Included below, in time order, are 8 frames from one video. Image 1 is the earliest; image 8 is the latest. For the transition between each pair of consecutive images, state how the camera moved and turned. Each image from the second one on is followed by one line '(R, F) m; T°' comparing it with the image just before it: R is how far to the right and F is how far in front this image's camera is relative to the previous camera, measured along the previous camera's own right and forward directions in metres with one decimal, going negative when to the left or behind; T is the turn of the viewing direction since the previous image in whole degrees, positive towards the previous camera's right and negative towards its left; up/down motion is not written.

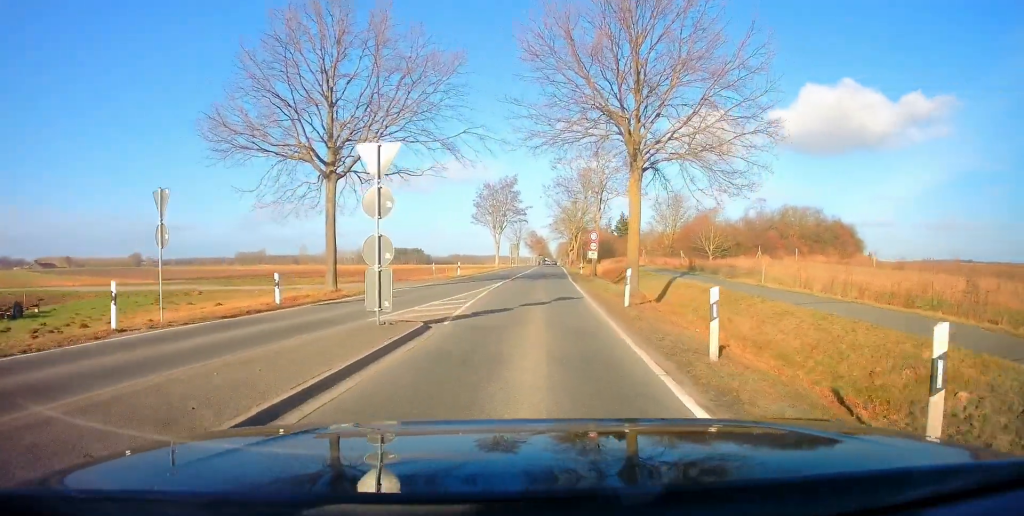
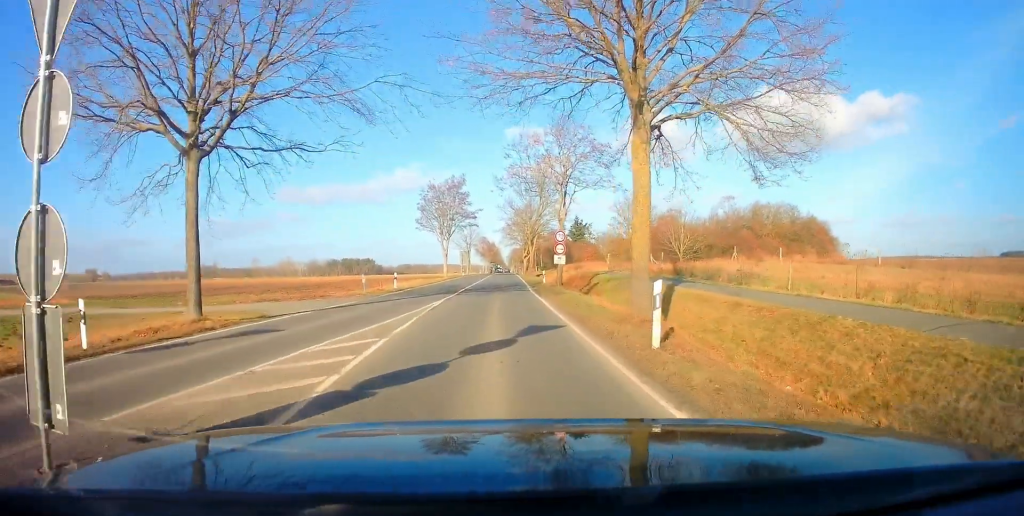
(+0.5, +6.6) m; +7°
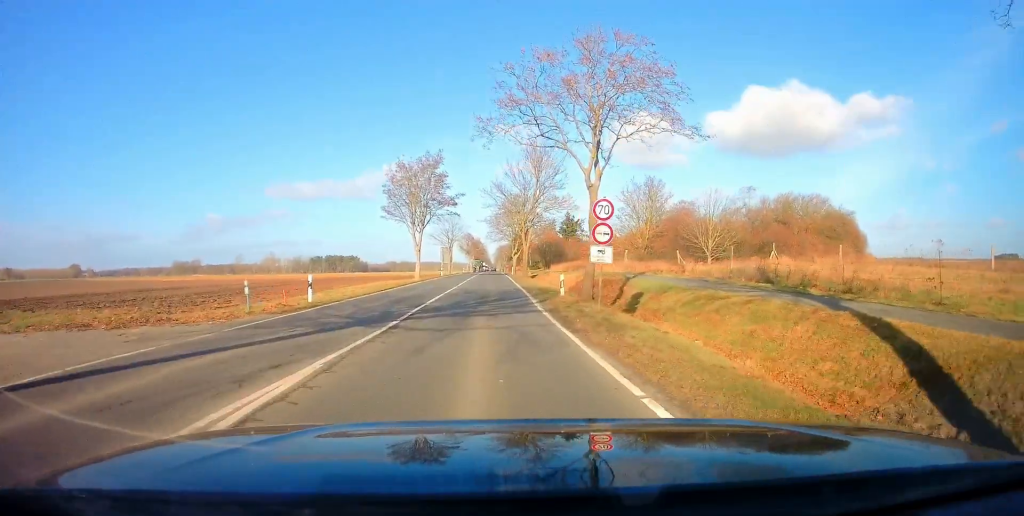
(+0.5, +13.1) m; +2°
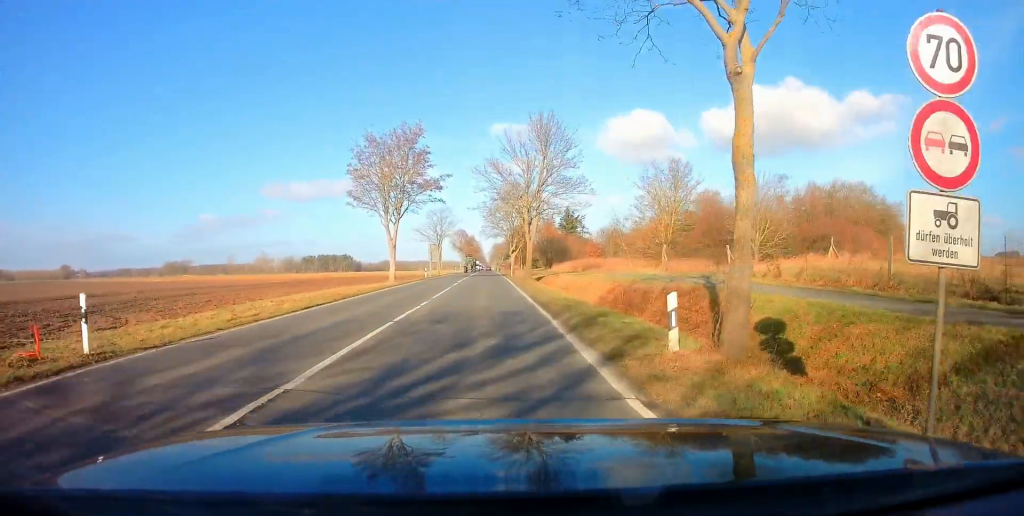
(0.0, +11.7) m; 0°
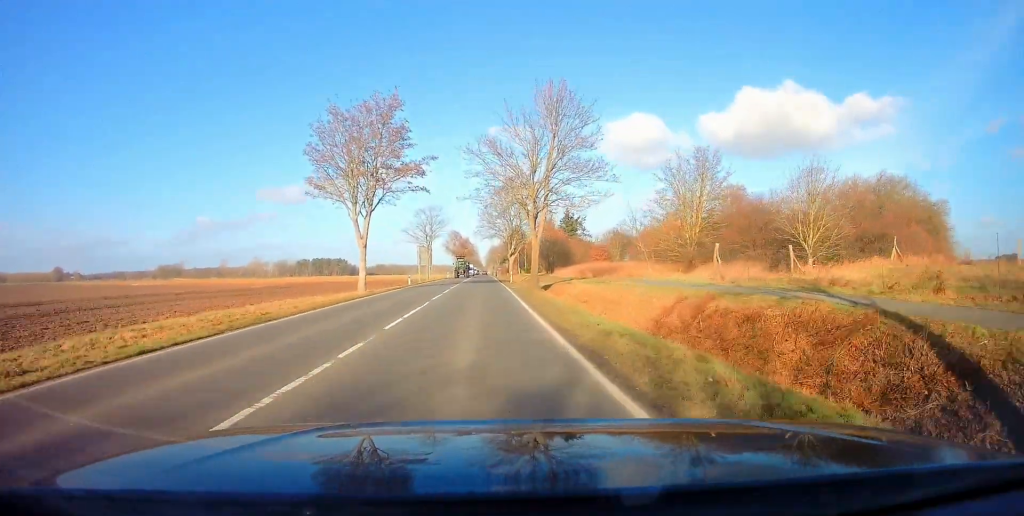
(+0.1, +9.1) m; 0°
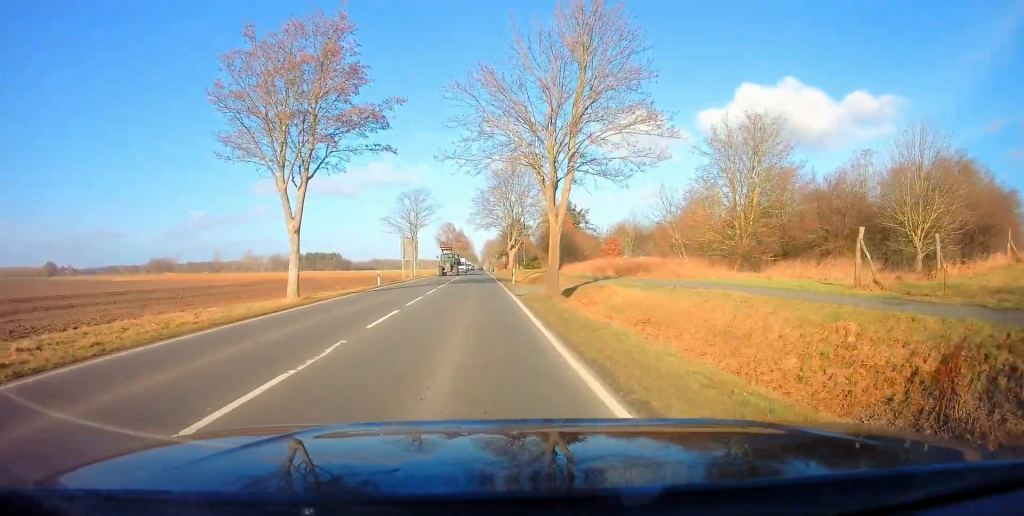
(-0.2, +11.9) m; 0°
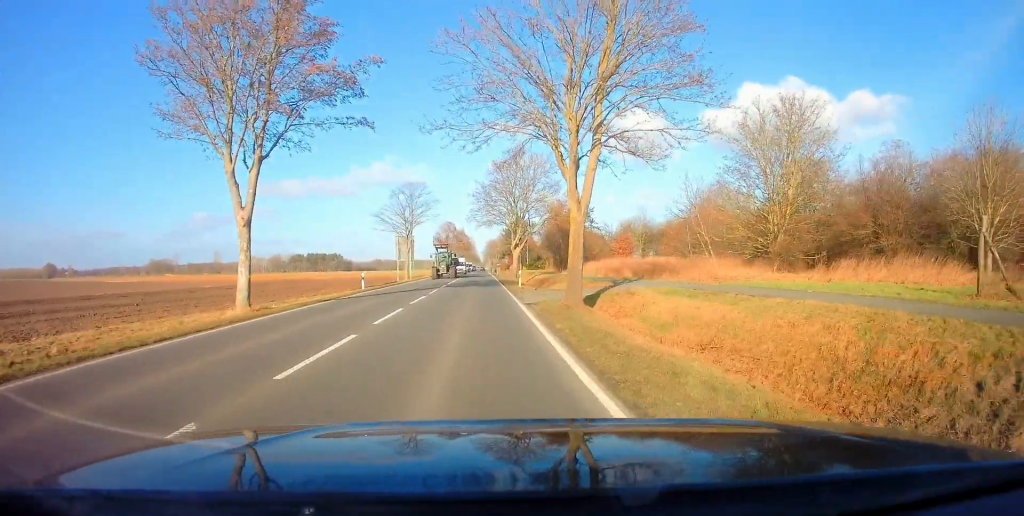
(+0.1, +5.2) m; +1°
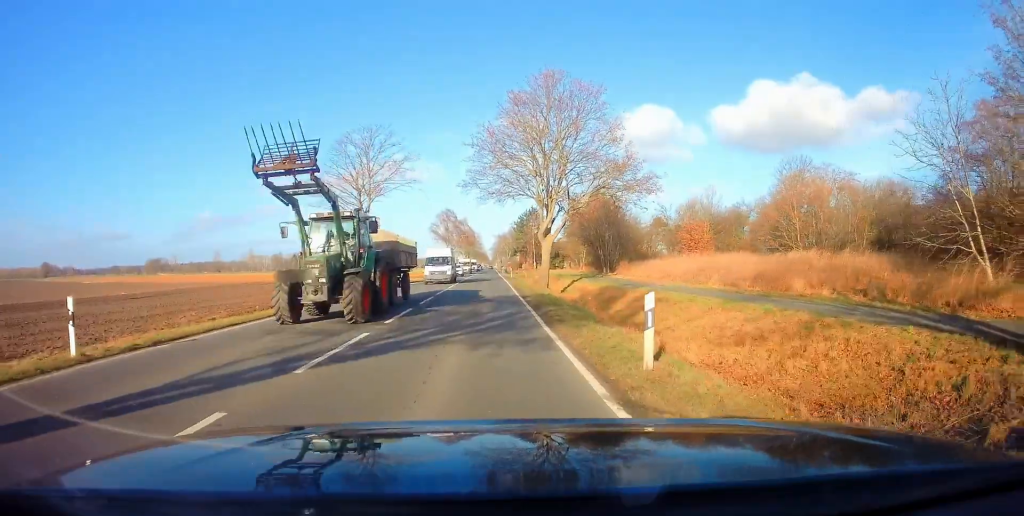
(-0.1, +24.0) m; -1°
